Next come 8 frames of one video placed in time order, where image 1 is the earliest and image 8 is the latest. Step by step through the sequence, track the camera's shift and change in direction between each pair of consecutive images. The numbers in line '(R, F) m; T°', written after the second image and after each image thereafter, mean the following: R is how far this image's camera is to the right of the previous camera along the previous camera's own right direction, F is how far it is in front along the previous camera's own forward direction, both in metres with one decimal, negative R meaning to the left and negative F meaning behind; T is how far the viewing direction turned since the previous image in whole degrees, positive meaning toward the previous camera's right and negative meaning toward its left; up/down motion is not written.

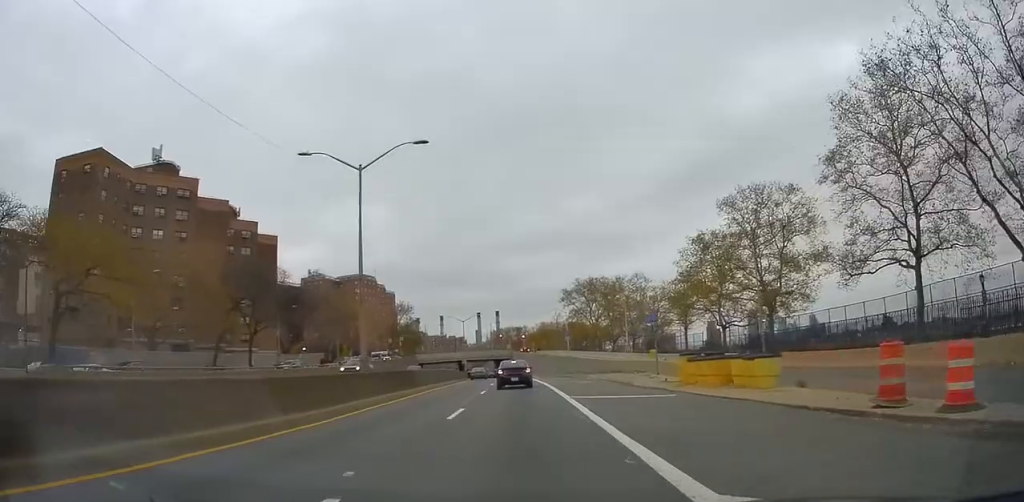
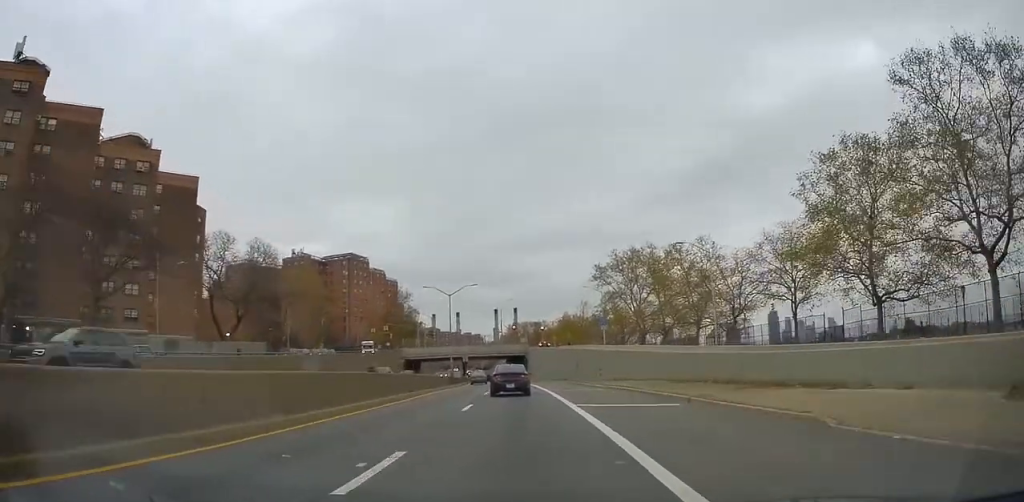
(-0.2, +33.8) m; -1°
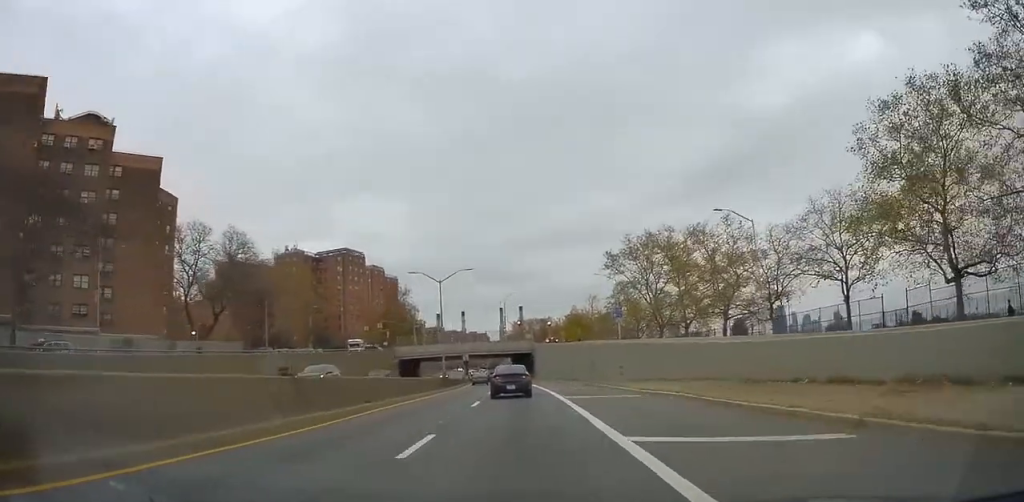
(0.0, +9.8) m; 0°
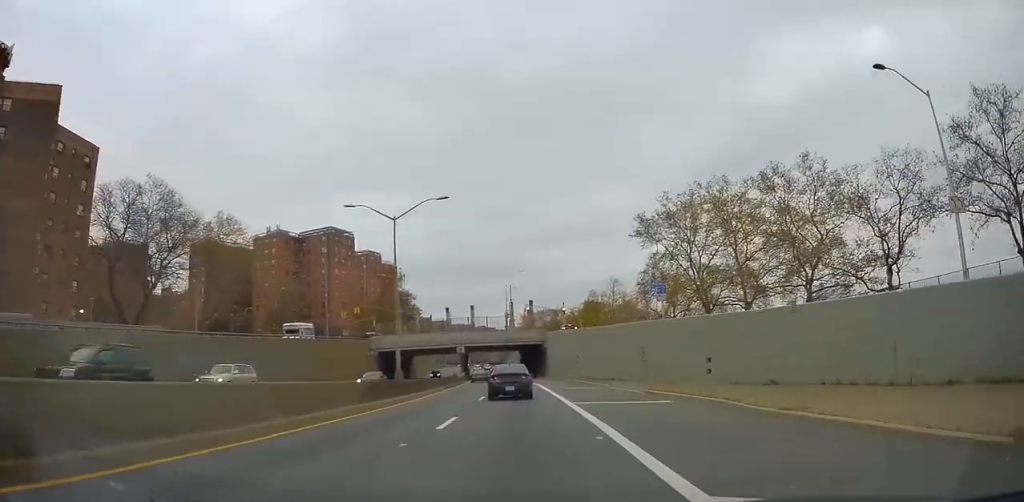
(-0.1, +20.9) m; -1°
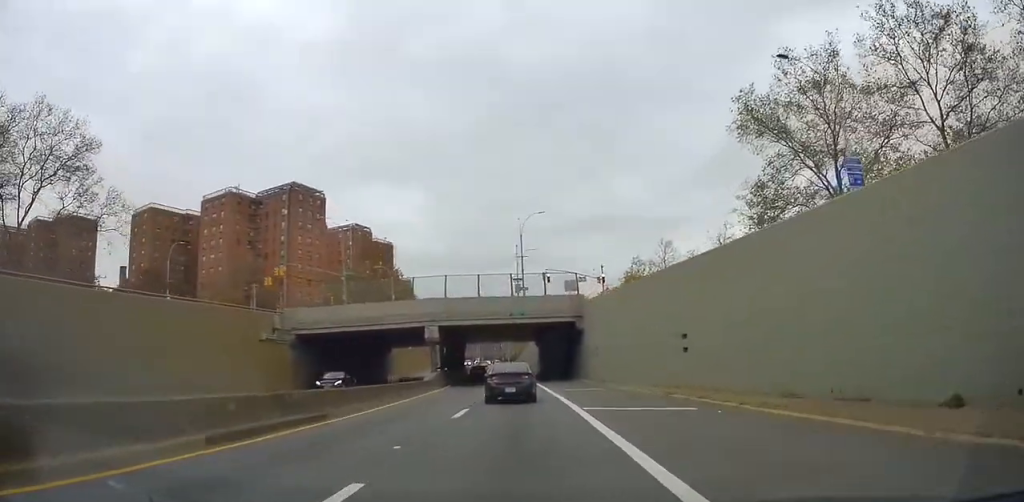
(-0.8, +34.3) m; -3°
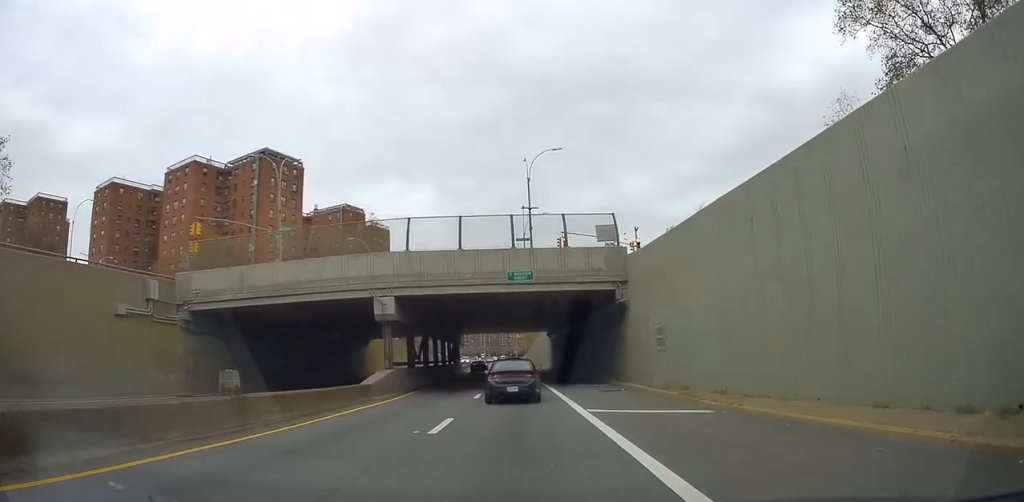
(-0.3, +16.9) m; -1°
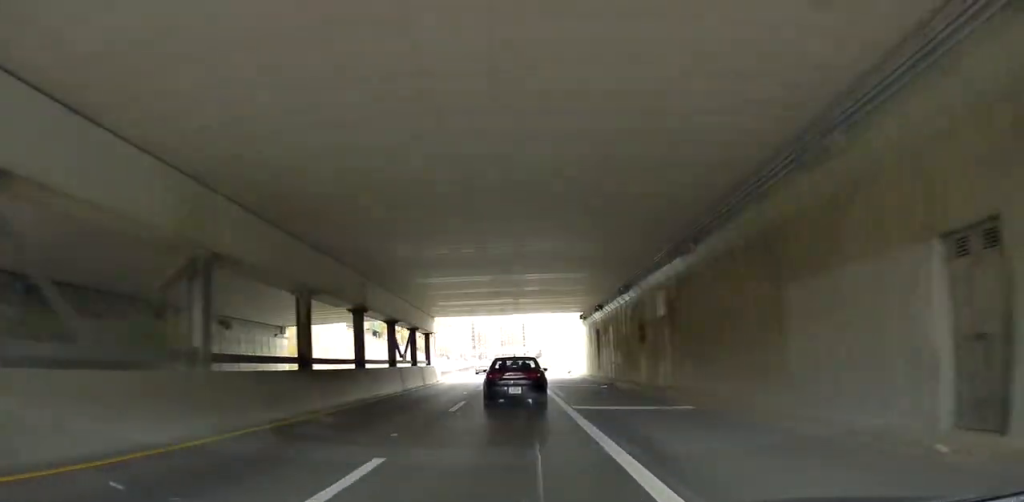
(-0.2, +31.1) m; -1°
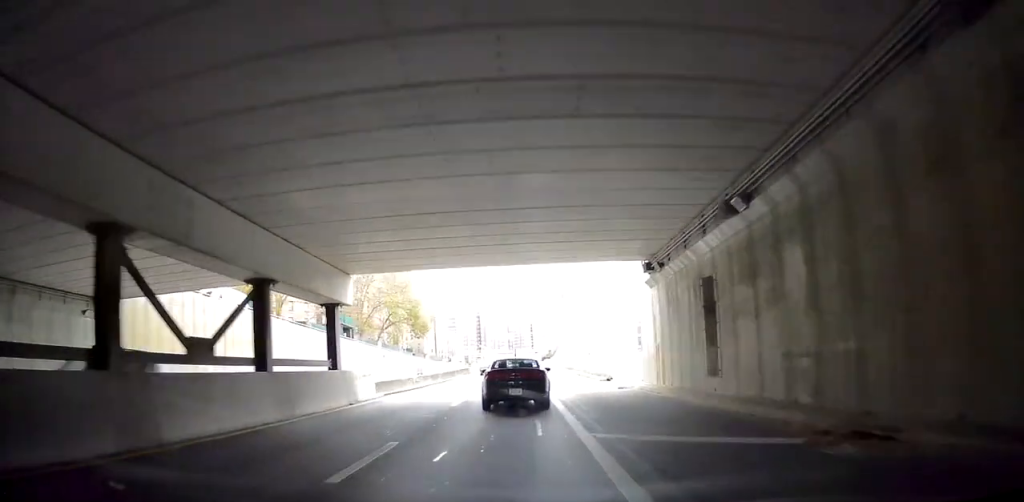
(-0.5, +23.2) m; -1°
